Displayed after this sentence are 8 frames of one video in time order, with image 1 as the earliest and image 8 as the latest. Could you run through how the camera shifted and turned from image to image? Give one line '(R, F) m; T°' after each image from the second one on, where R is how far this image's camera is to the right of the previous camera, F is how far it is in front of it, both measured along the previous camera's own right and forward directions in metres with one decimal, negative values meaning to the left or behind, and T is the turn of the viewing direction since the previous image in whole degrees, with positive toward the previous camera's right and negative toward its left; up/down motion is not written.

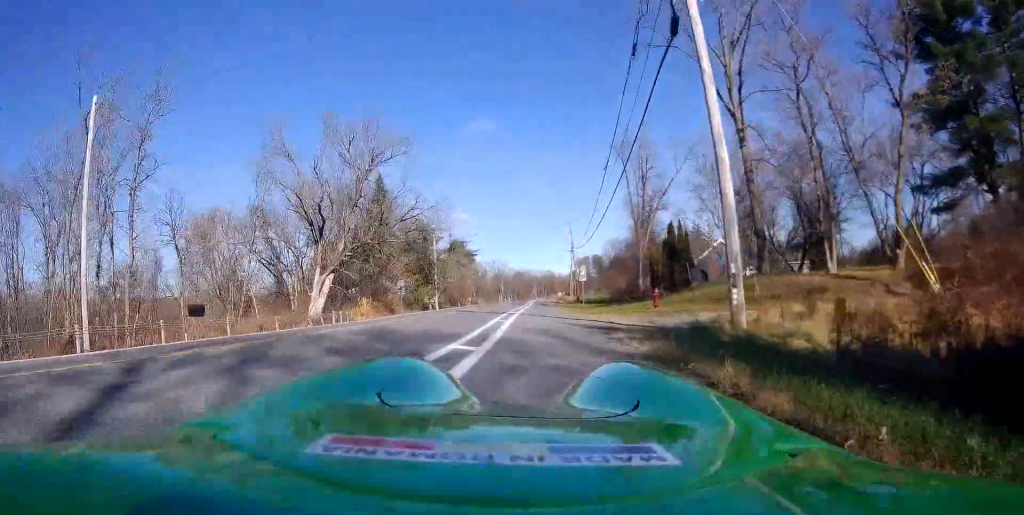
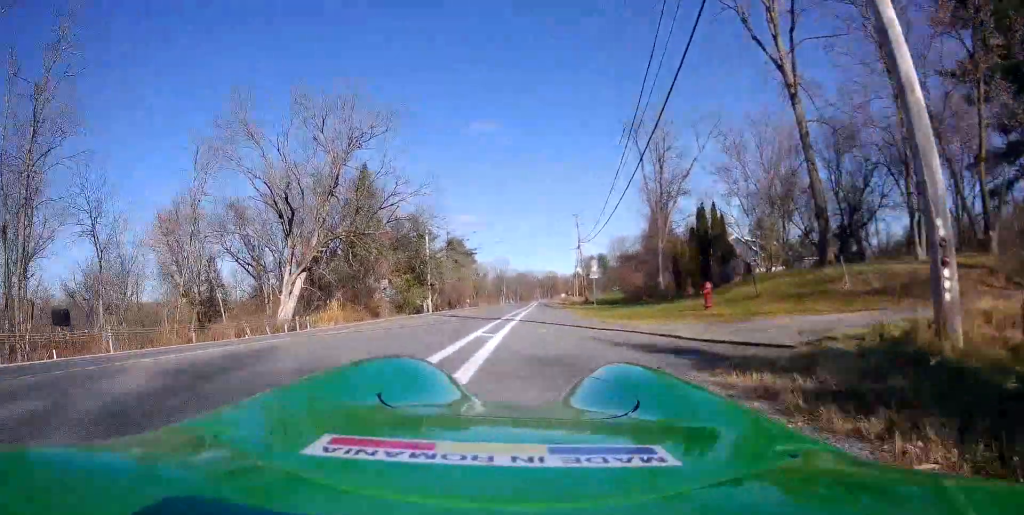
(+0.1, +7.5) m; +1°
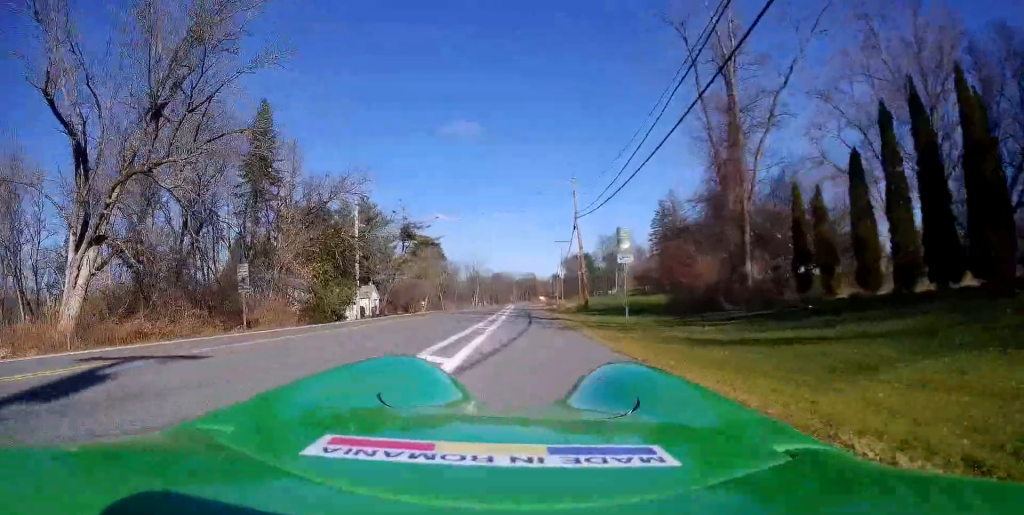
(-1.1, +22.5) m; -5°
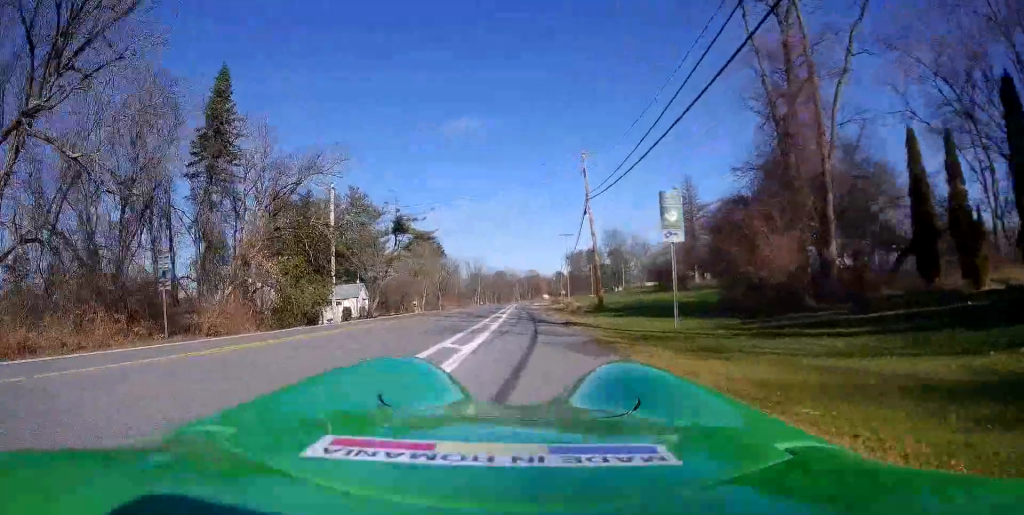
(0.0, +6.1) m; 0°
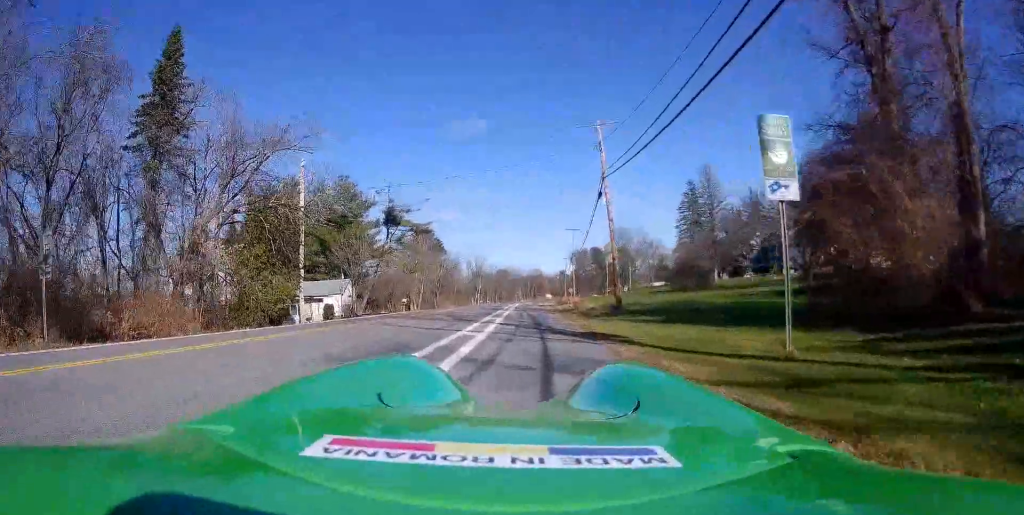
(0.0, +5.2) m; 0°
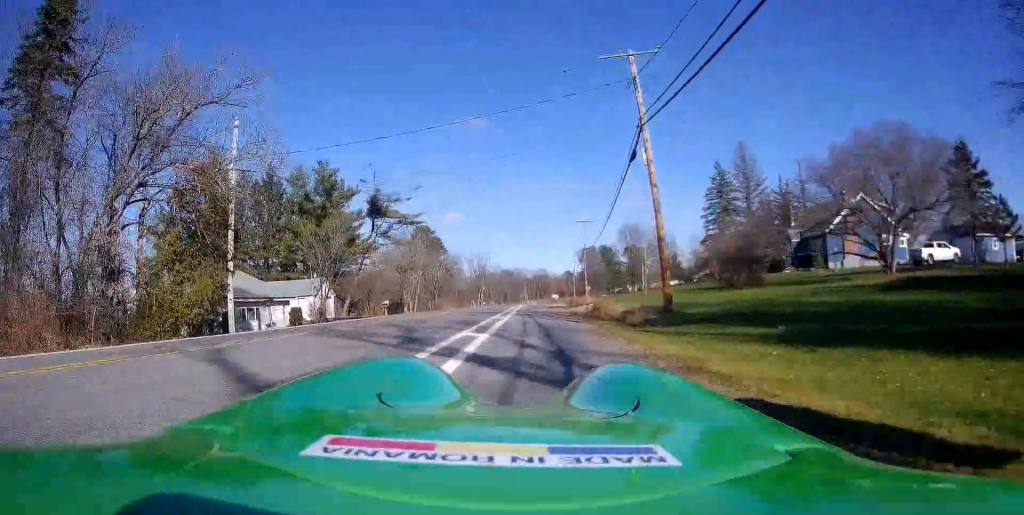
(-0.1, +8.0) m; 0°
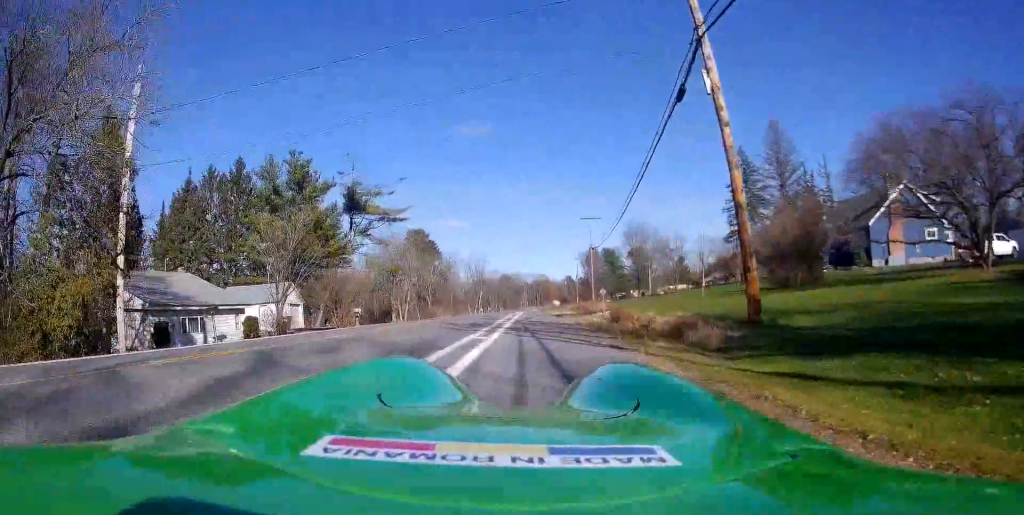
(+0.1, +8.8) m; +1°
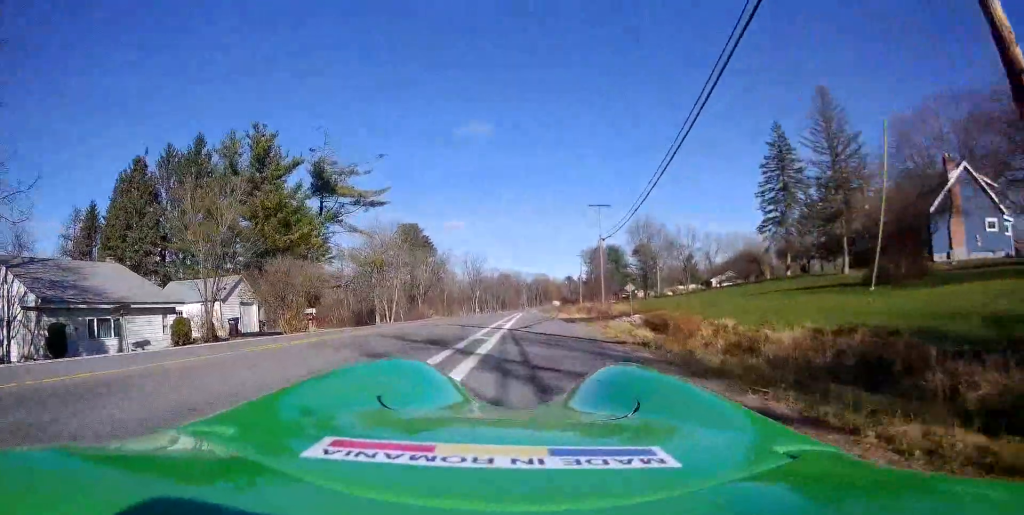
(0.0, +9.0) m; +3°
